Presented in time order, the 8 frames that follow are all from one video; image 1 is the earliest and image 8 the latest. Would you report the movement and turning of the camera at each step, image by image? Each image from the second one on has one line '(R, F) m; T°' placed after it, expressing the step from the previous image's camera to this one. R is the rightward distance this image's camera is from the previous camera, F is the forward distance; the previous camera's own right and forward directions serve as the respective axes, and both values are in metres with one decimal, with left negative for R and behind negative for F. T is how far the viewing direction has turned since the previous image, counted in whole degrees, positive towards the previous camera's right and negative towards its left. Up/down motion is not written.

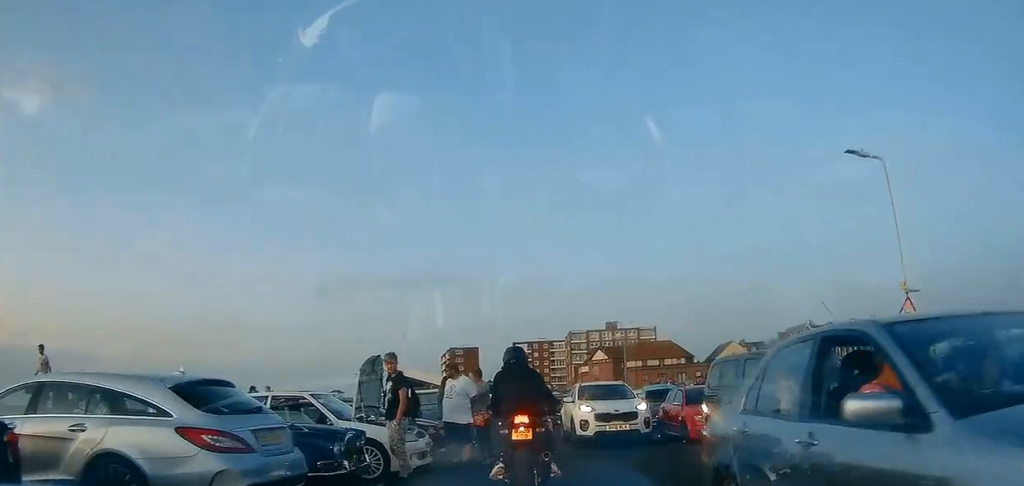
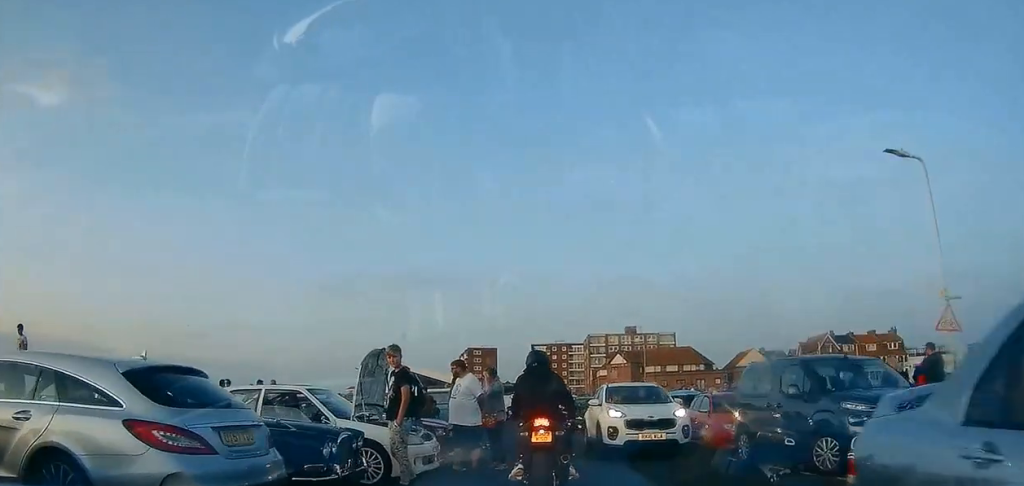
(0.0, +0.9) m; +1°
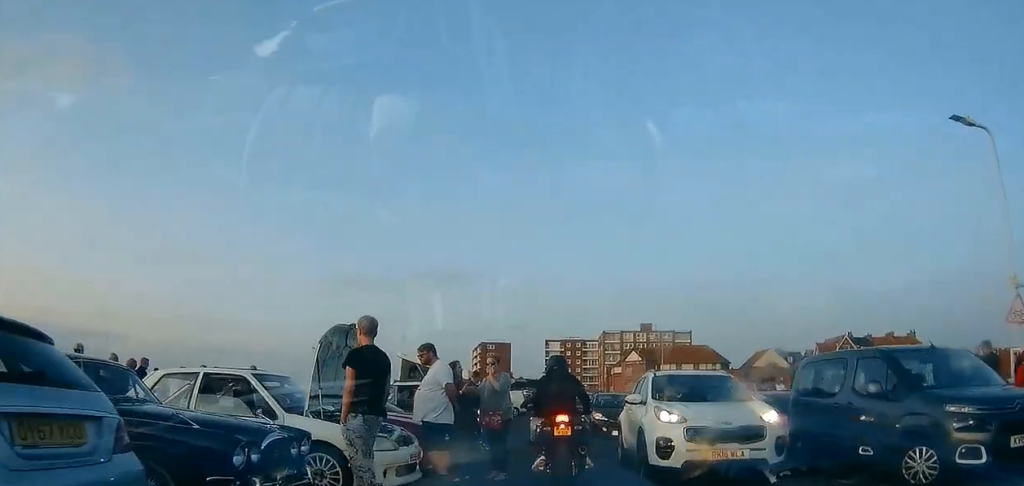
(0.0, +2.2) m; +4°
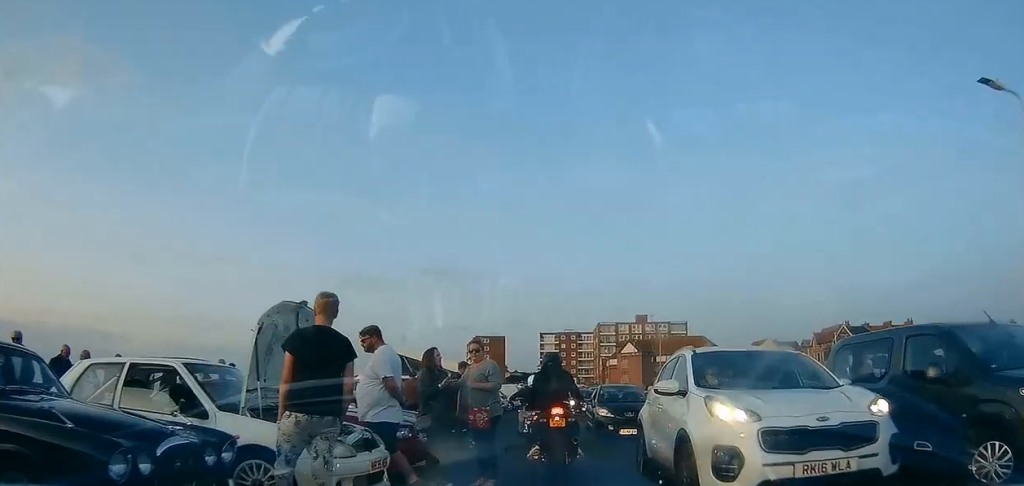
(+0.1, +1.4) m; +2°
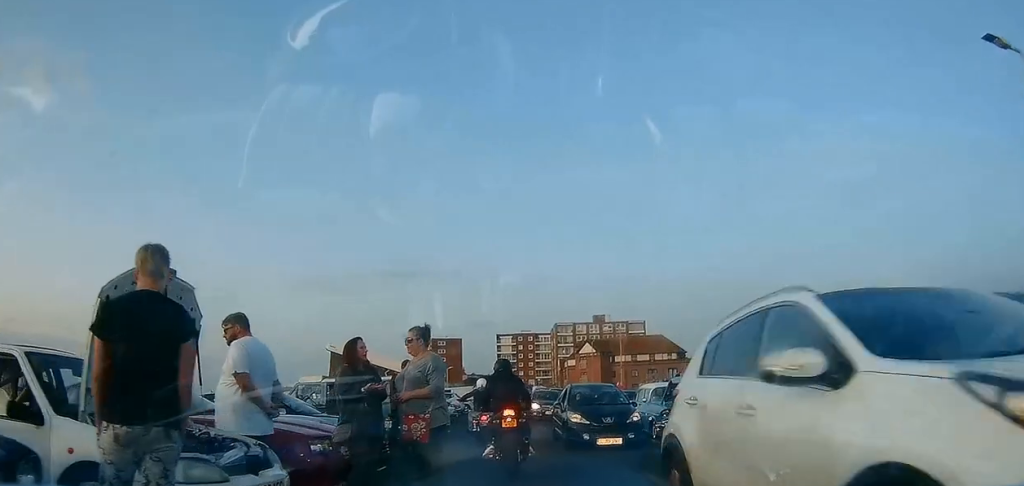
(0.0, +1.7) m; 0°
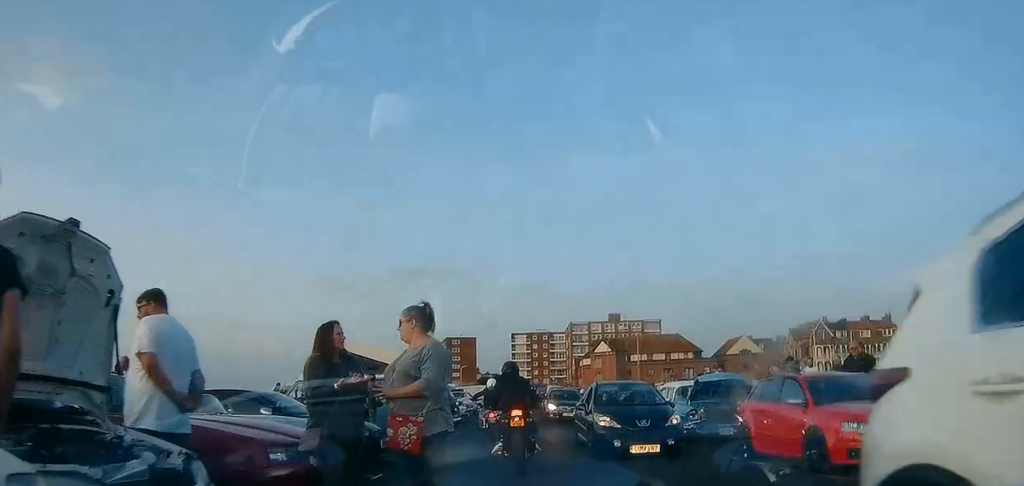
(0.0, +1.2) m; 0°
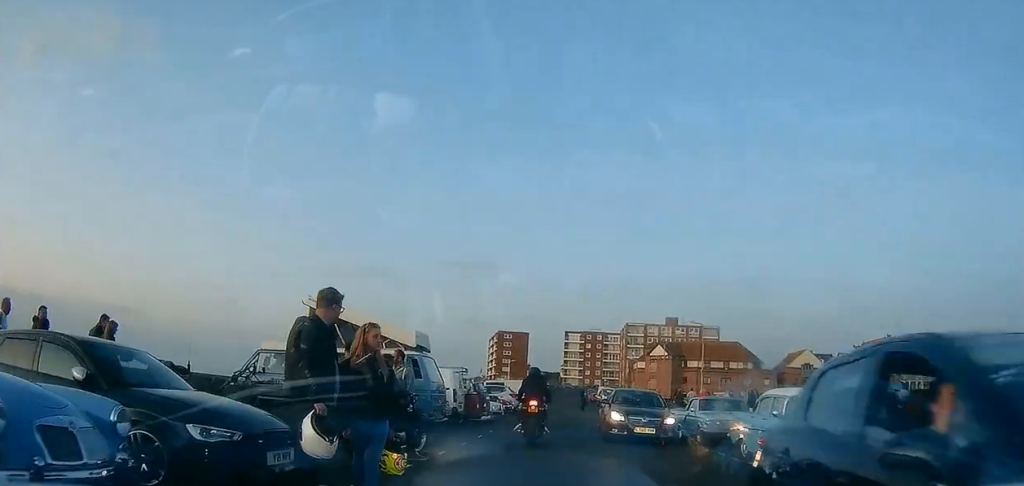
(-0.1, +5.4) m; -3°
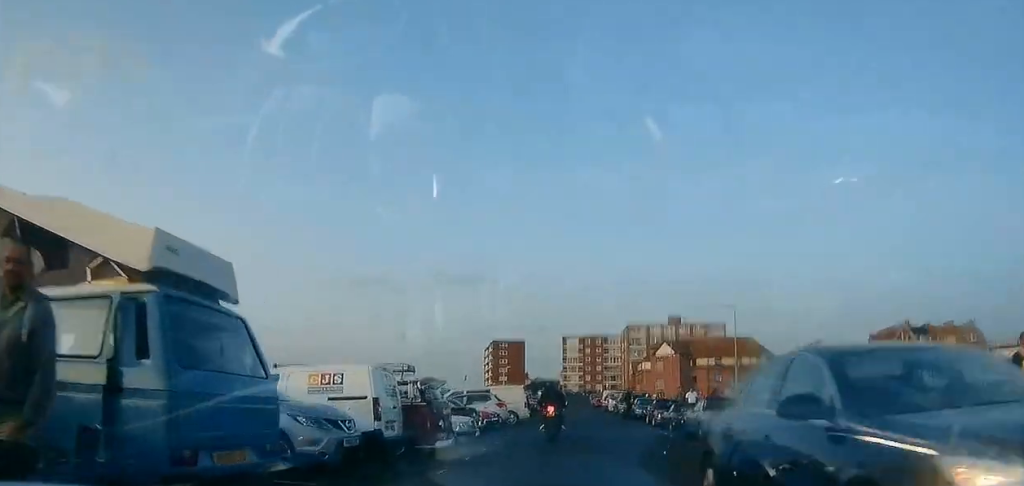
(-0.4, +9.4) m; -1°
